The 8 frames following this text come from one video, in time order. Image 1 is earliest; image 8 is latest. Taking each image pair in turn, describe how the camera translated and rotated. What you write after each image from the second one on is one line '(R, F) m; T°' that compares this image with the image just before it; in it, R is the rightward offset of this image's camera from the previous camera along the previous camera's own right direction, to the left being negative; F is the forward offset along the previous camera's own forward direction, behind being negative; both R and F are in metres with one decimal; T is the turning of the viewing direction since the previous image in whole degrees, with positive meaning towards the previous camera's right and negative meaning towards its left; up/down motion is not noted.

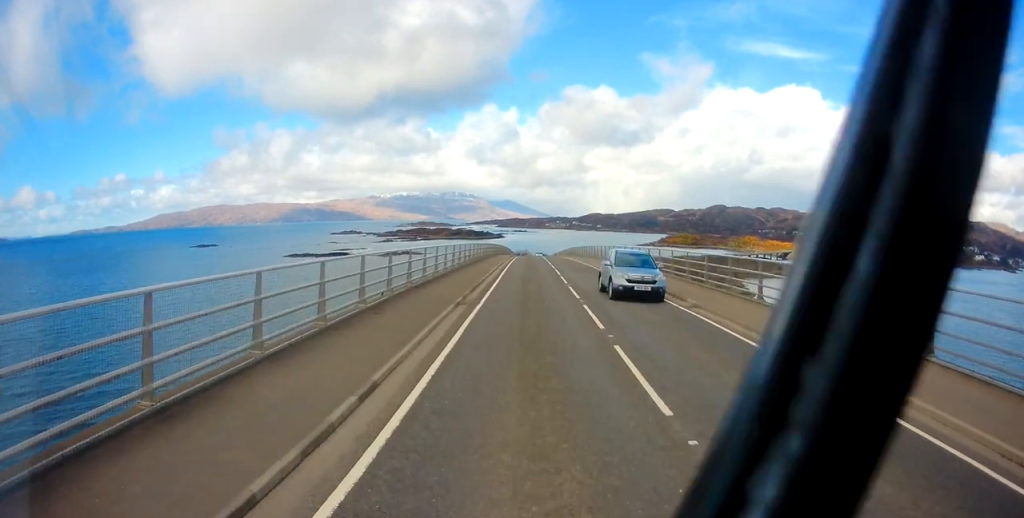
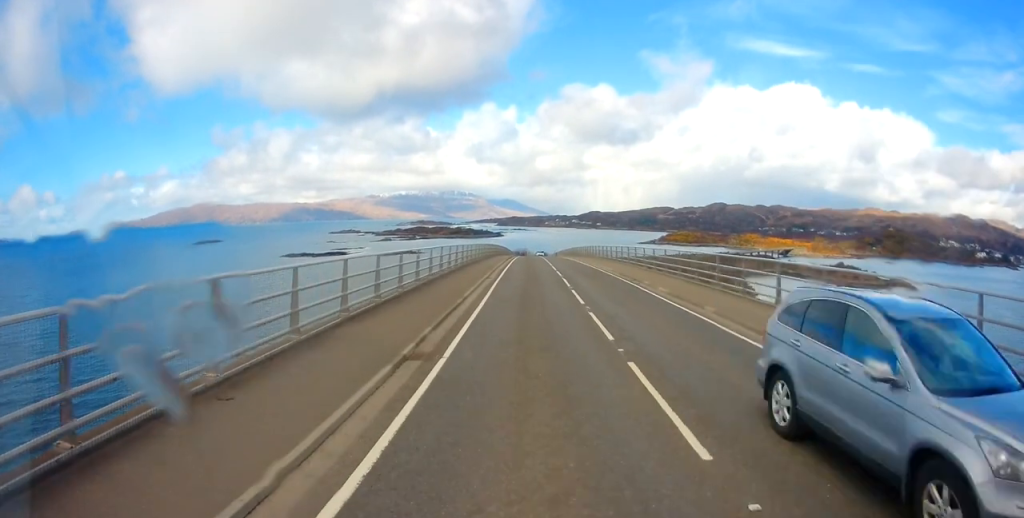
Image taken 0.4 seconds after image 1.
(+0.1, +7.7) m; 0°
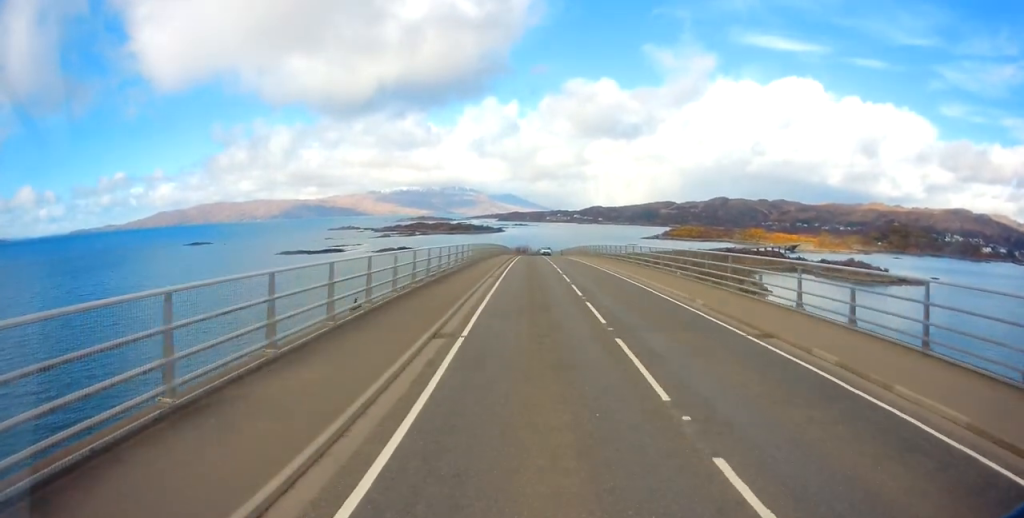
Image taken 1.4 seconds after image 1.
(+0.1, +16.0) m; 0°
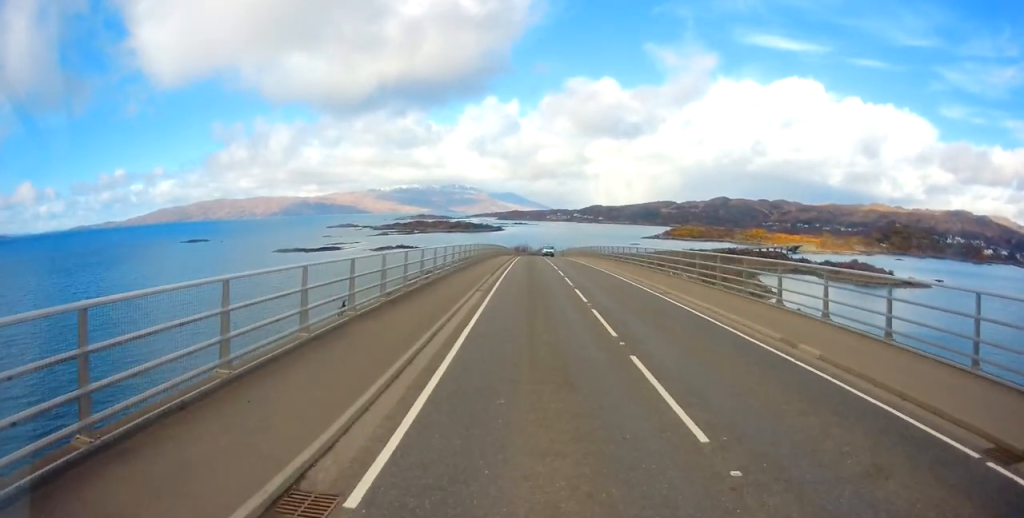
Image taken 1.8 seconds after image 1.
(0.0, +7.6) m; 0°
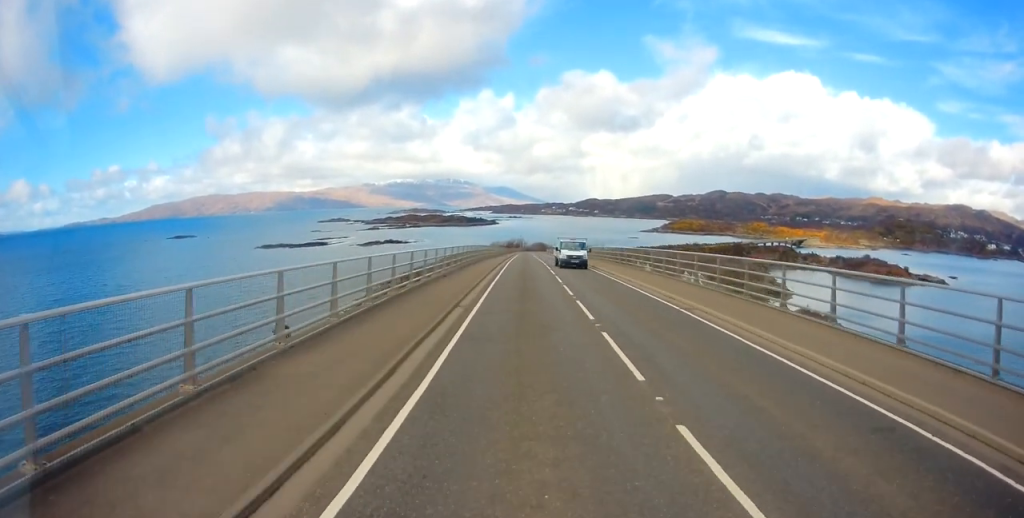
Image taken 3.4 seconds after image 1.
(-0.3, +27.2) m; 0°
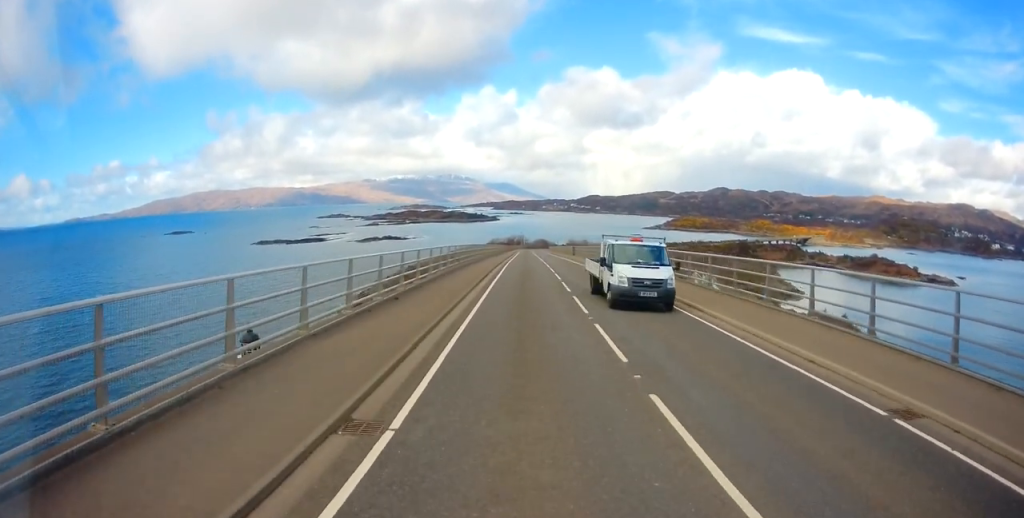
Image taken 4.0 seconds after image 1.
(-0.1, +10.6) m; +1°
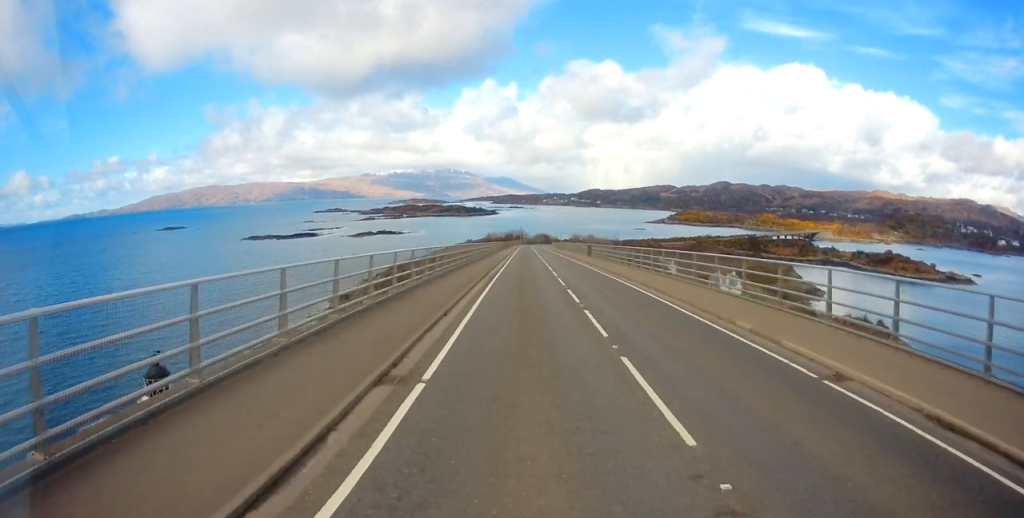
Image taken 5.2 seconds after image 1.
(+0.5, +21.4) m; +1°
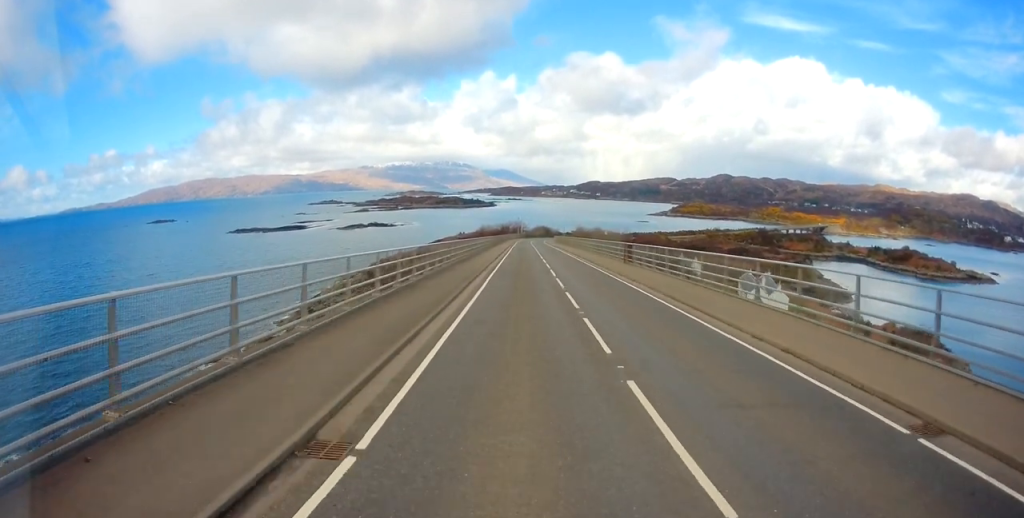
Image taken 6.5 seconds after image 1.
(-0.2, +25.1) m; 0°
